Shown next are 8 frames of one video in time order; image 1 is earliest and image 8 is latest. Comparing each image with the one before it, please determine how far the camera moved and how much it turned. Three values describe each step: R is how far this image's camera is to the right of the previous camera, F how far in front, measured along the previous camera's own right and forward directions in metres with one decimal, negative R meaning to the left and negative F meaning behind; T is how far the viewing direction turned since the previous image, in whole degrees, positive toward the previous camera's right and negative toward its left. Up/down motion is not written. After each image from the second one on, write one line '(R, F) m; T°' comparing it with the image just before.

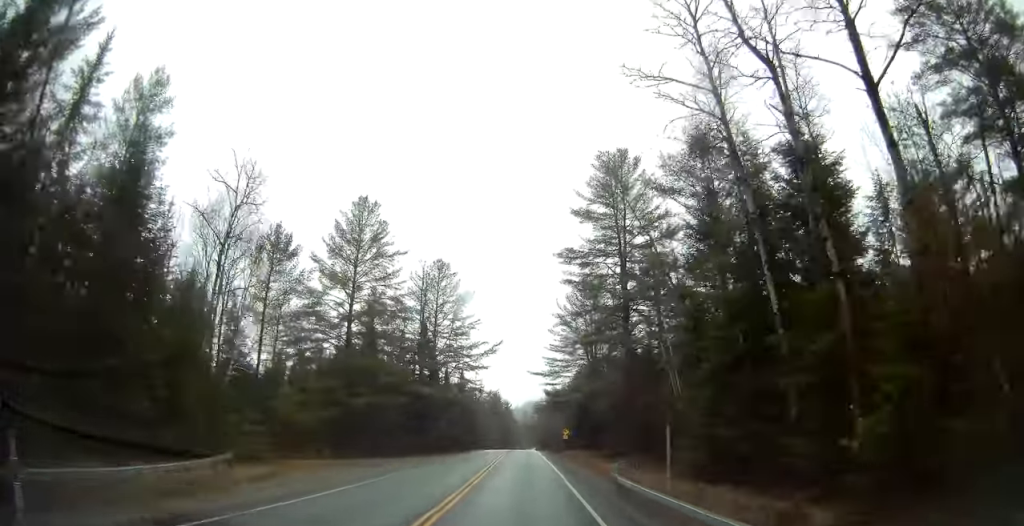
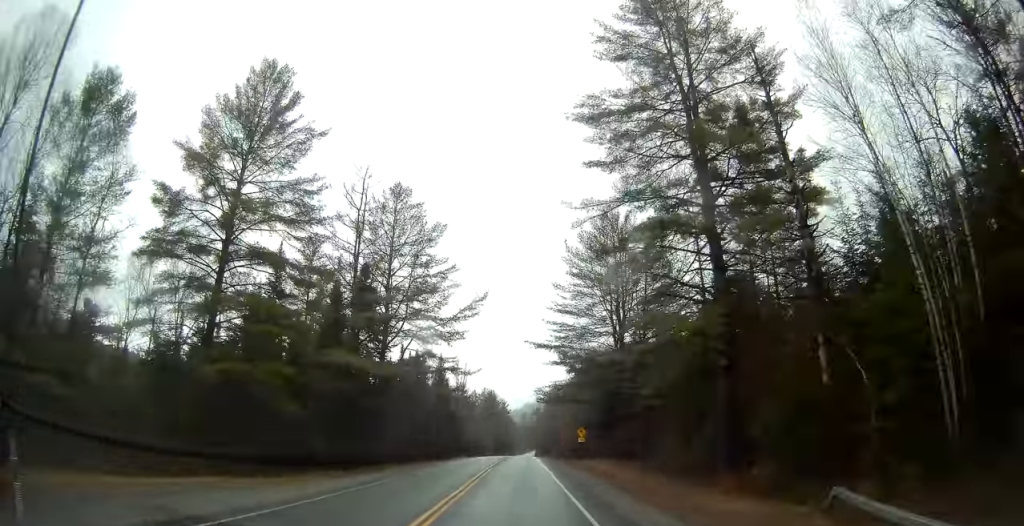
(+0.1, +25.6) m; 0°
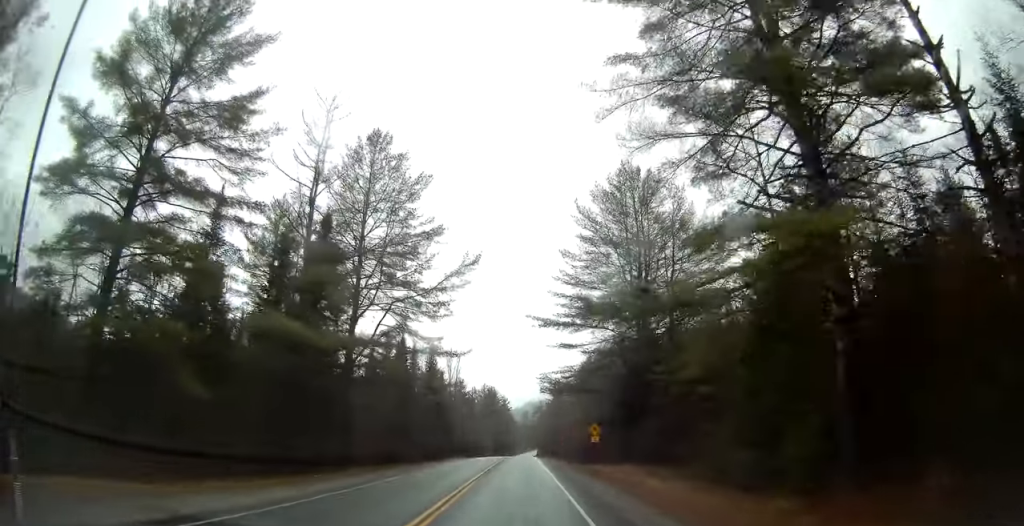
(0.0, +10.0) m; 0°
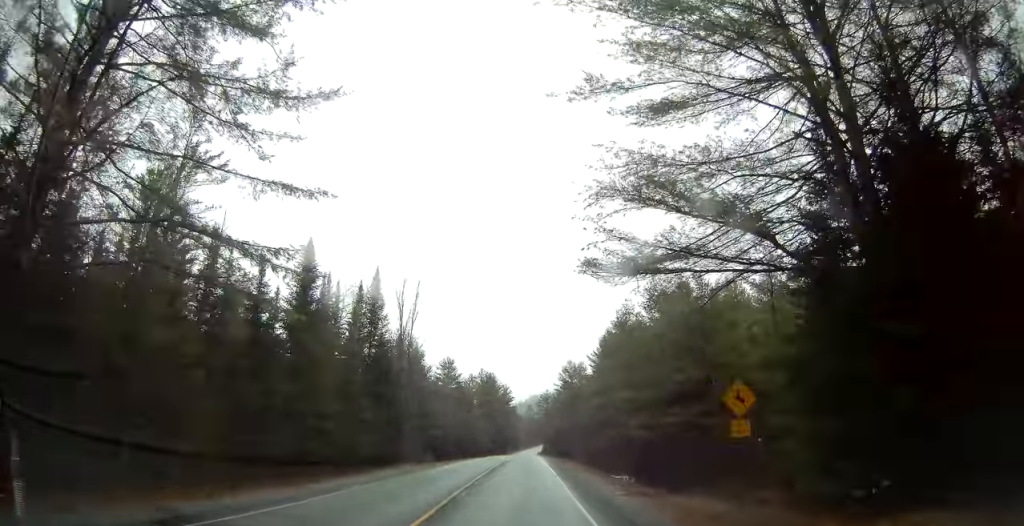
(-0.3, +30.5) m; -1°
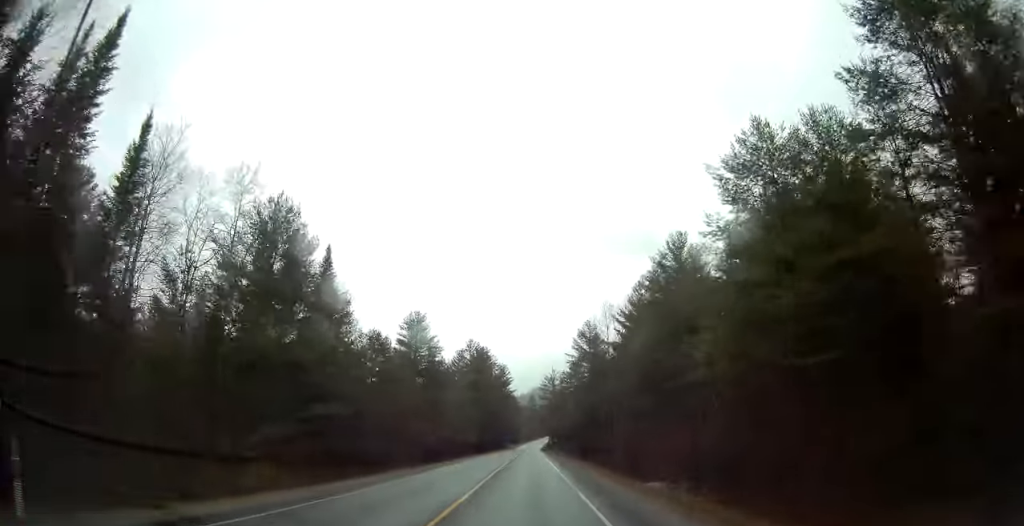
(0.0, +39.8) m; +1°
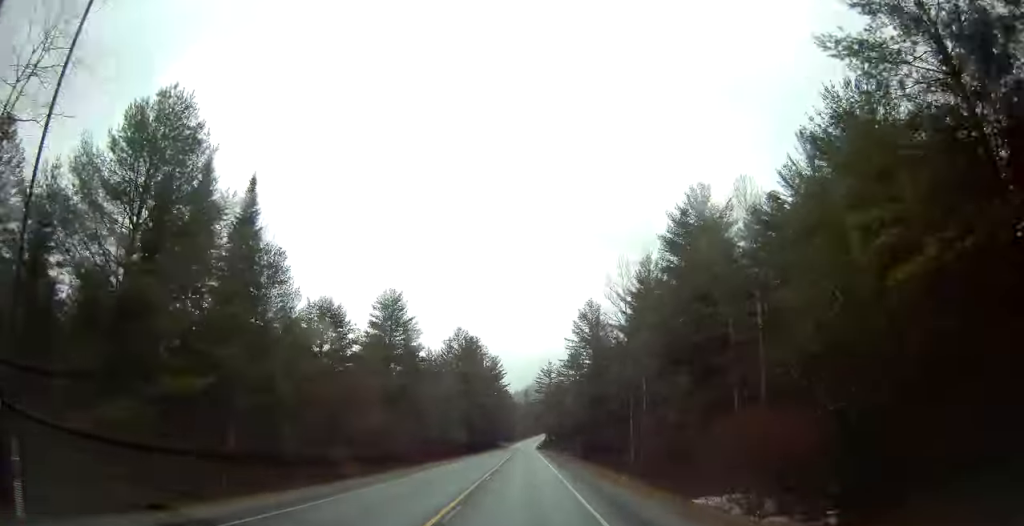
(+0.1, +13.2) m; -2°
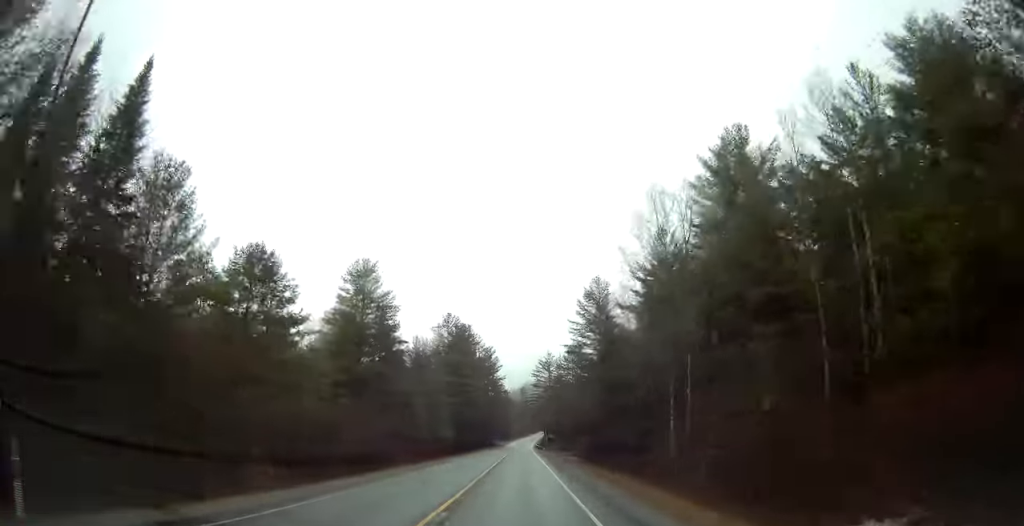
(0.0, +12.5) m; -1°
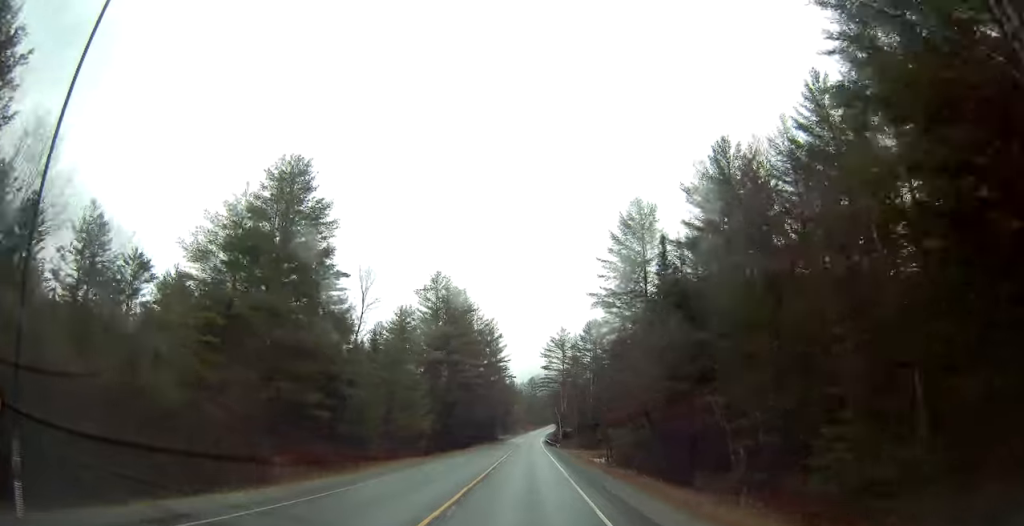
(0.0, +24.1) m; +4°
